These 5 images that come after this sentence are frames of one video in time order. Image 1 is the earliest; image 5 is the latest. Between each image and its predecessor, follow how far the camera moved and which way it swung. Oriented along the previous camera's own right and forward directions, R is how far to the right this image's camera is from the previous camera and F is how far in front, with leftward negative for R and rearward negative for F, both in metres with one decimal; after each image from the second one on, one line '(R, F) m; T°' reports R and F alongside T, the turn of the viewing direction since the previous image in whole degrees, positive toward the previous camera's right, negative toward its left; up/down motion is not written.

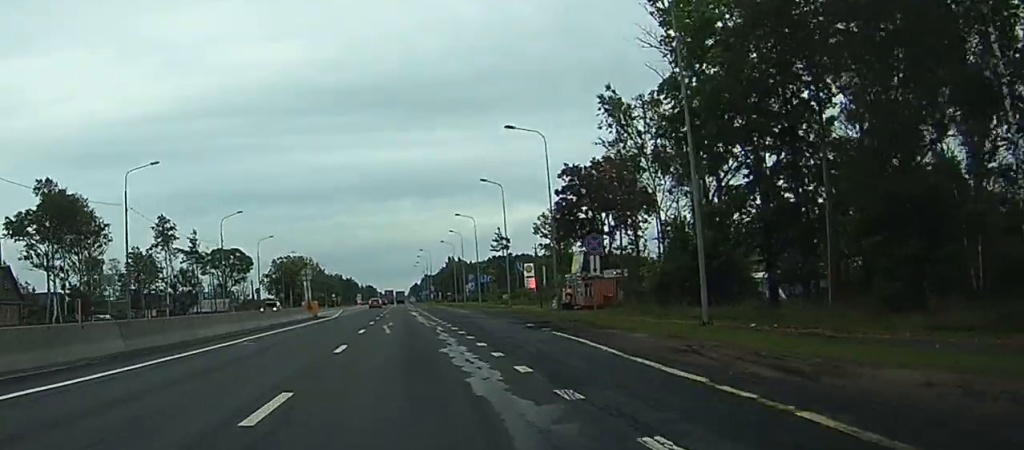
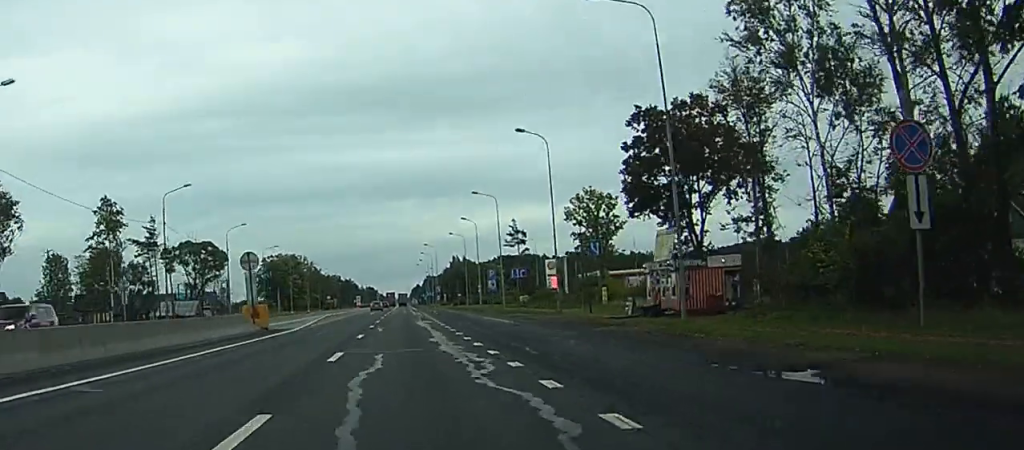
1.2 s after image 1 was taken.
(-0.1, +26.0) m; -1°
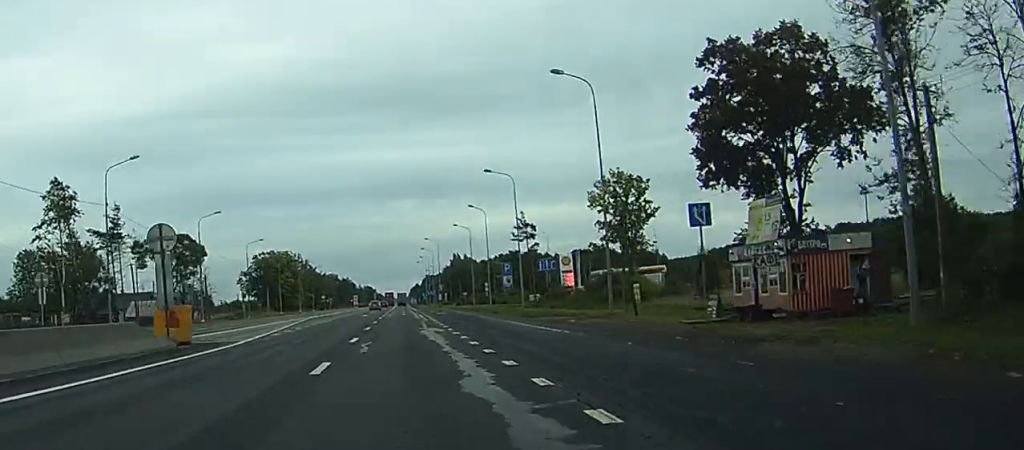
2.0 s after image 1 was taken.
(-0.2, +15.4) m; 0°
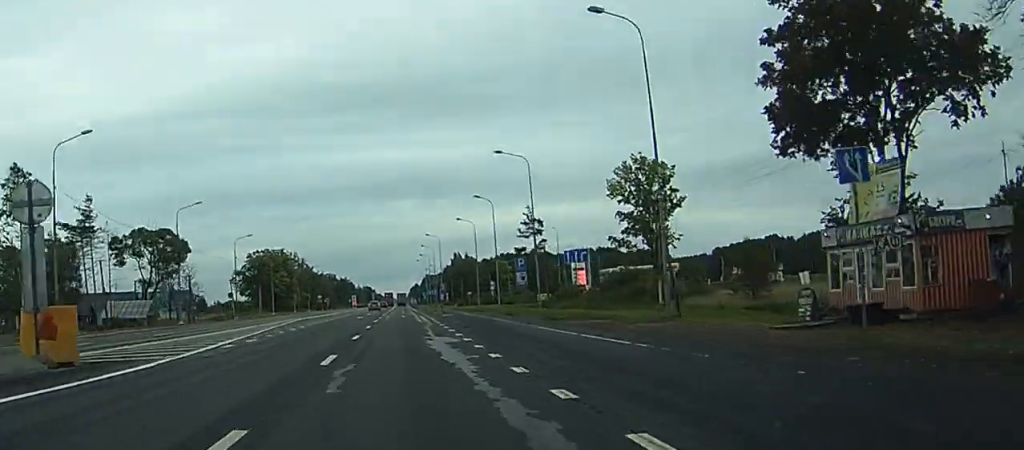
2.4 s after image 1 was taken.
(+0.1, +9.8) m; +1°
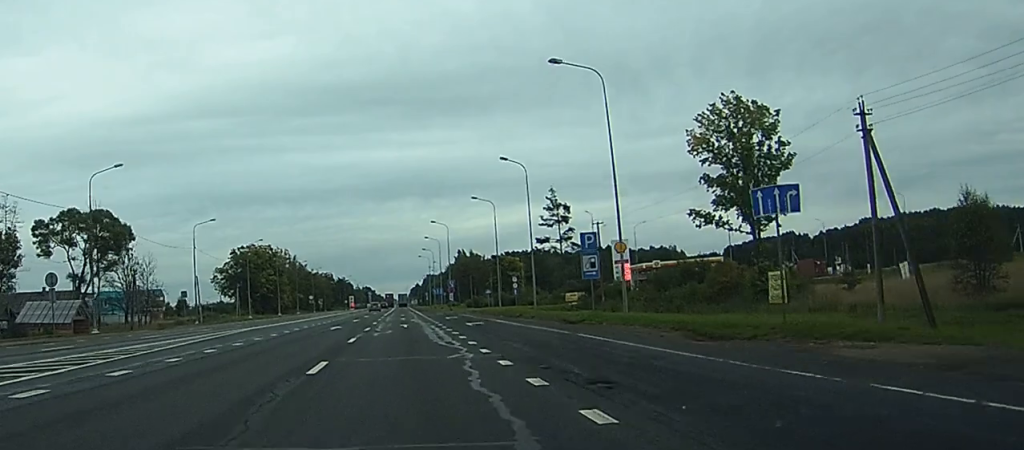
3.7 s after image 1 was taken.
(+0.2, +25.8) m; +1°
